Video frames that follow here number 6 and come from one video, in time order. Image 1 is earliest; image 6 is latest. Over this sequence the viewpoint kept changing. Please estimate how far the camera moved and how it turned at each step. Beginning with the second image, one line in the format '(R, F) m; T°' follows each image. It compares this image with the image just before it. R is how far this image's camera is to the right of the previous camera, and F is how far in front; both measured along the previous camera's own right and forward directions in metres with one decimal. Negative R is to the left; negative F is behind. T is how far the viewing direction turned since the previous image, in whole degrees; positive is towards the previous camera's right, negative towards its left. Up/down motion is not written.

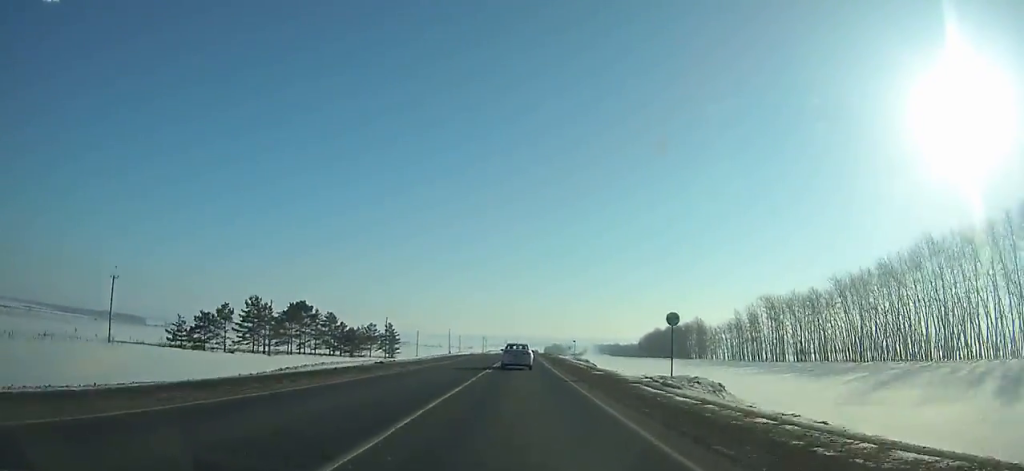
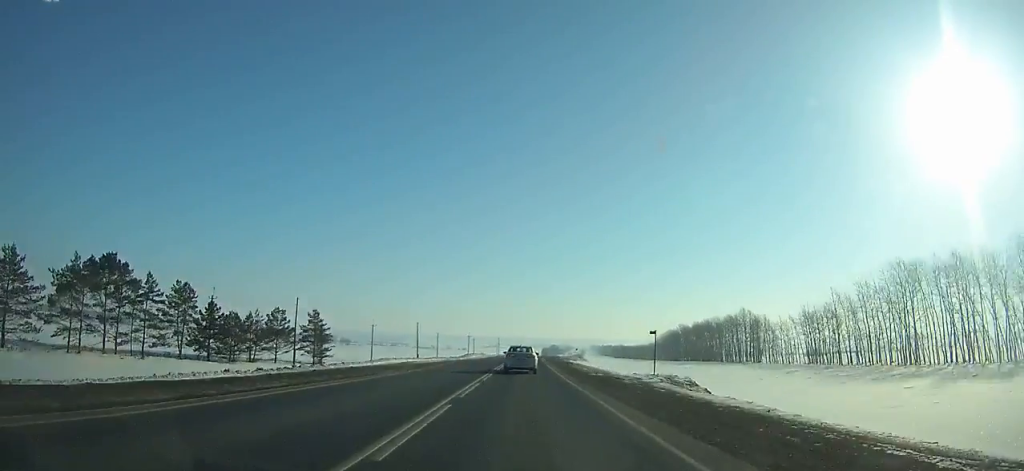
(+0.1, +52.8) m; +1°
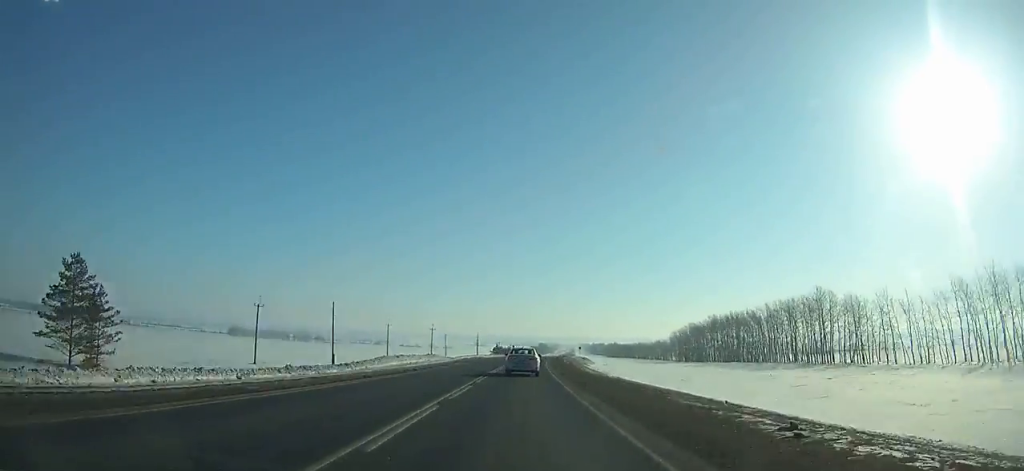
(+0.7, +55.2) m; +2°
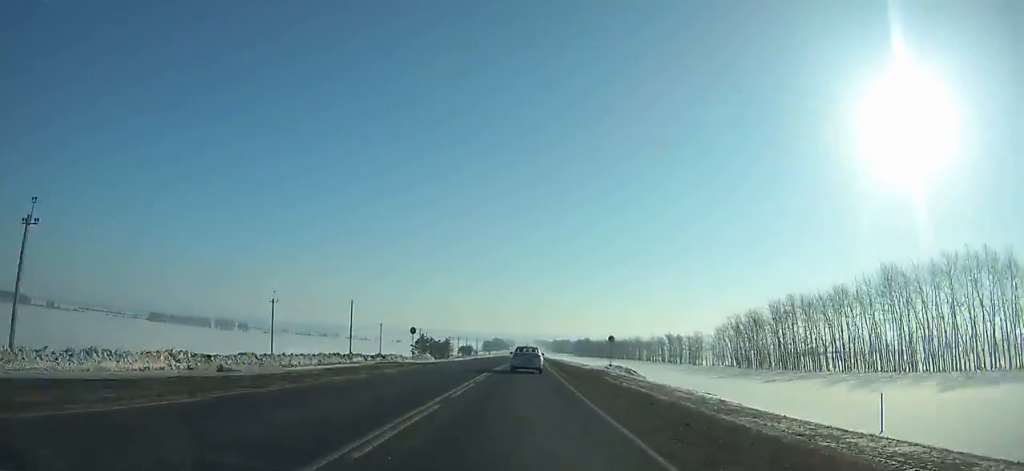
(+4.1, +112.9) m; +4°
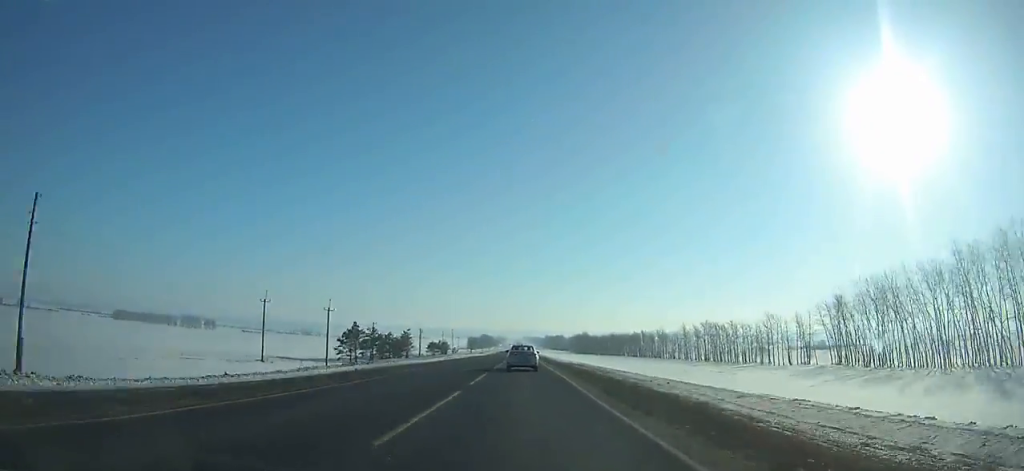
(+0.7, +60.5) m; +1°
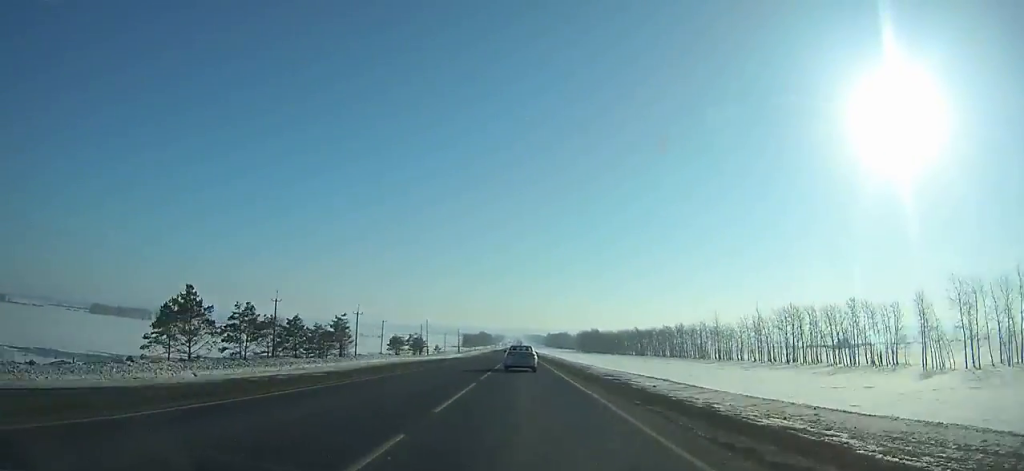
(-0.1, +55.9) m; 0°
